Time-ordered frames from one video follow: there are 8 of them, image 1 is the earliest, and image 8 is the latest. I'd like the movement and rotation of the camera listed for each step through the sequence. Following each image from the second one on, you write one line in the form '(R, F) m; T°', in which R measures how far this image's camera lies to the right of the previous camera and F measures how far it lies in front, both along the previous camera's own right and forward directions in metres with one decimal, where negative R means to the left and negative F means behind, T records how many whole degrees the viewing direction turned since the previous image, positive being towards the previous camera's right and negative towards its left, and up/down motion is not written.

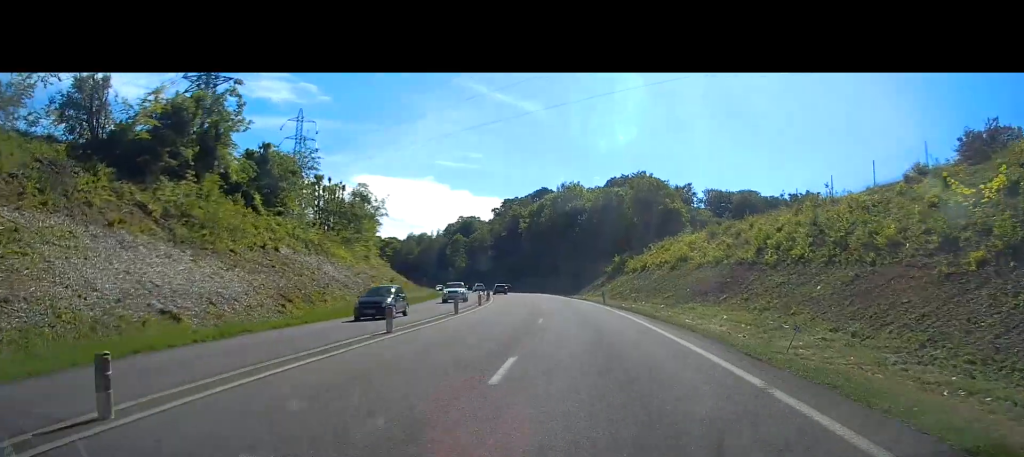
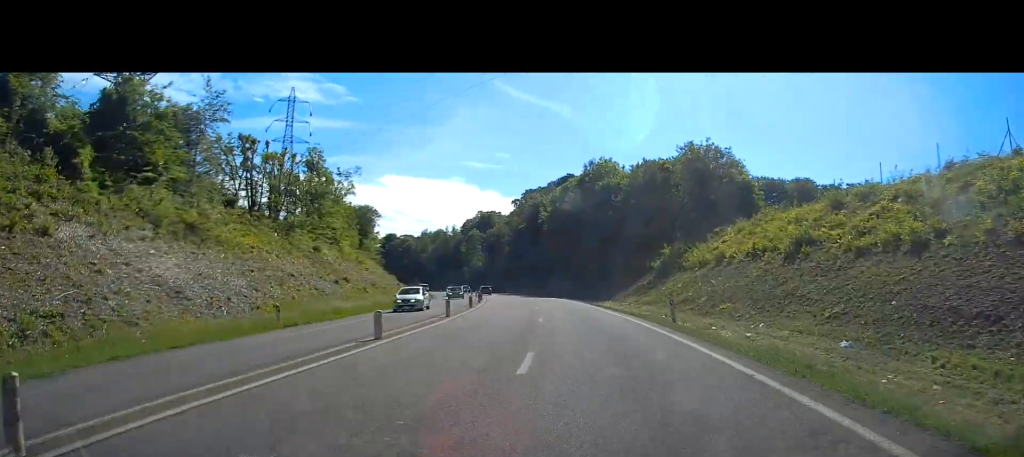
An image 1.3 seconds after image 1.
(0.0, +25.5) m; 0°
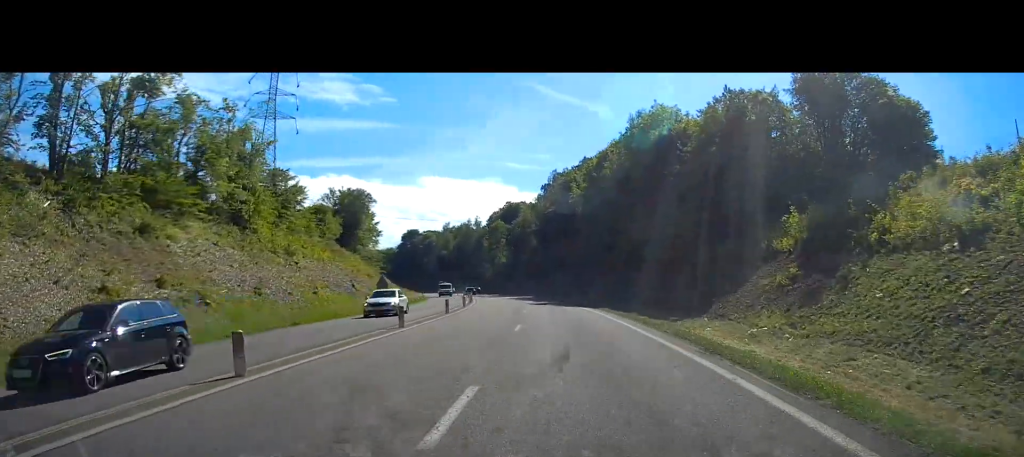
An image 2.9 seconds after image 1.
(0.0, +30.9) m; 0°
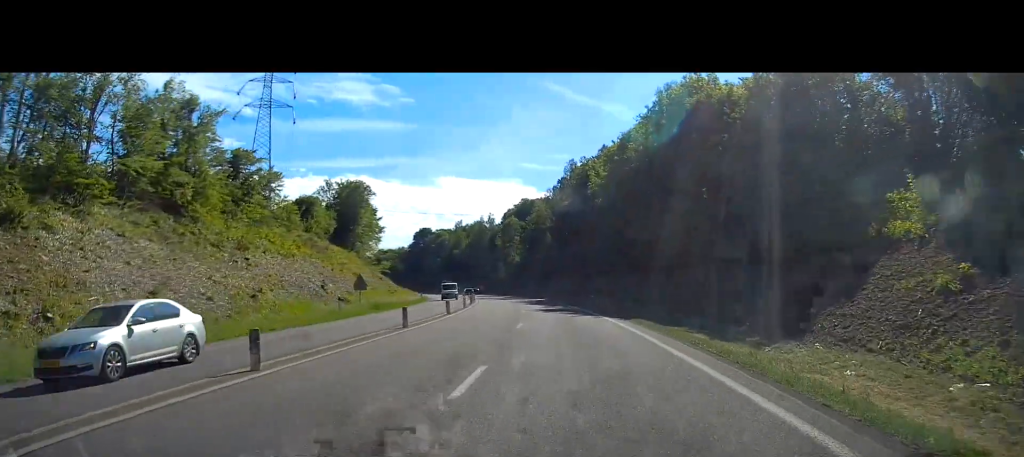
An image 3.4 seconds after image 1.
(0.0, +11.2) m; 0°
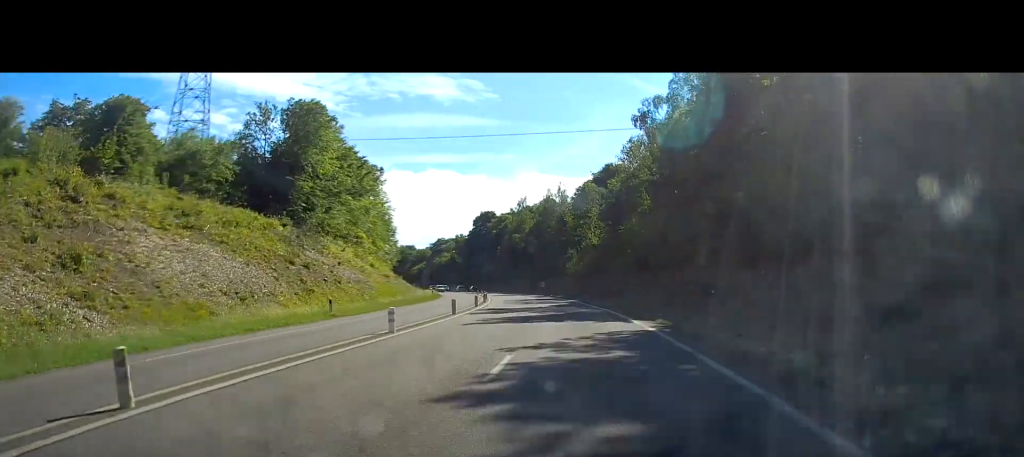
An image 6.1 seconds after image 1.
(0.0, +52.2) m; -5°
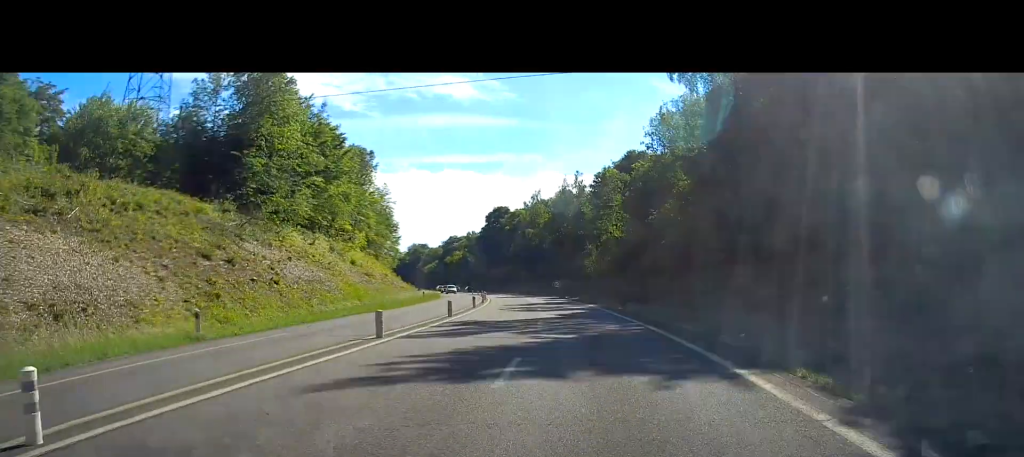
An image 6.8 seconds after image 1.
(-0.6, +13.7) m; -6°
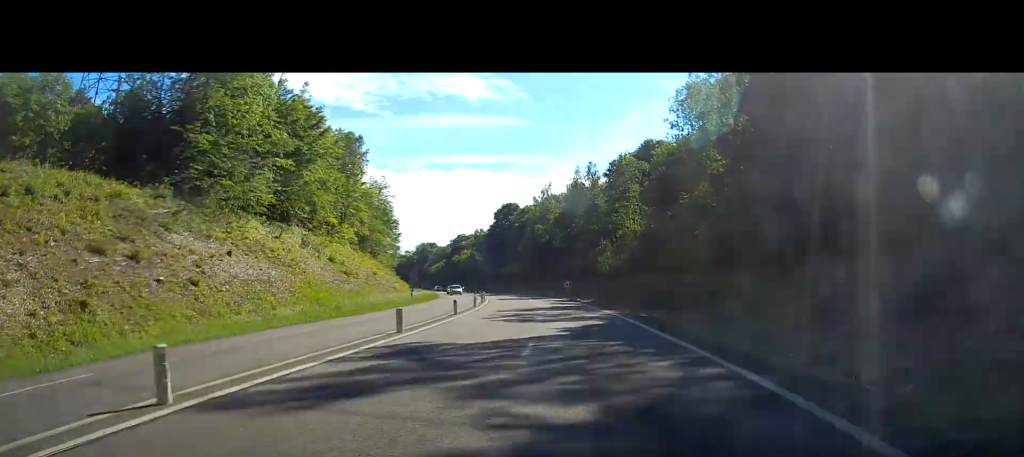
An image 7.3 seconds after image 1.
(-0.9, +9.8) m; -4°
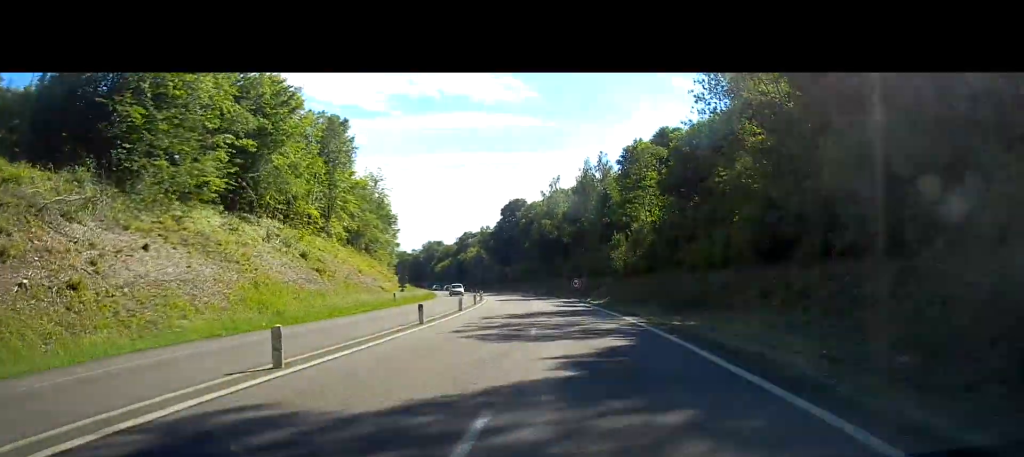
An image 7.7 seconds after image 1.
(-0.2, +8.6) m; -2°
